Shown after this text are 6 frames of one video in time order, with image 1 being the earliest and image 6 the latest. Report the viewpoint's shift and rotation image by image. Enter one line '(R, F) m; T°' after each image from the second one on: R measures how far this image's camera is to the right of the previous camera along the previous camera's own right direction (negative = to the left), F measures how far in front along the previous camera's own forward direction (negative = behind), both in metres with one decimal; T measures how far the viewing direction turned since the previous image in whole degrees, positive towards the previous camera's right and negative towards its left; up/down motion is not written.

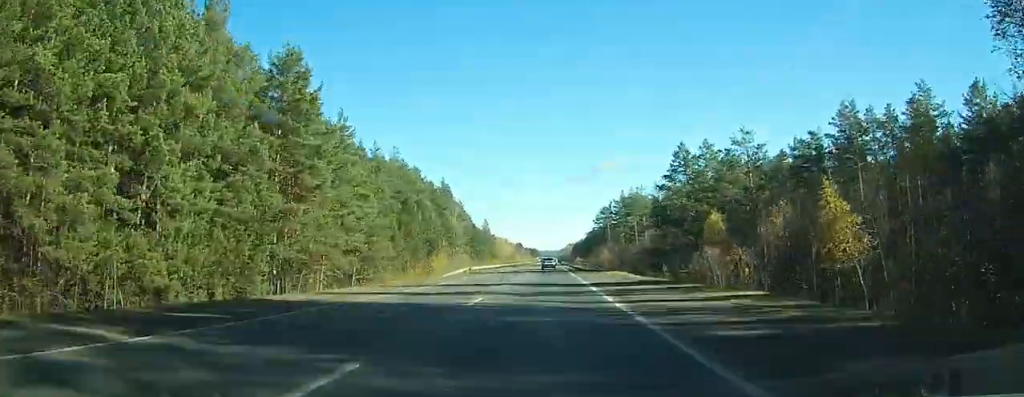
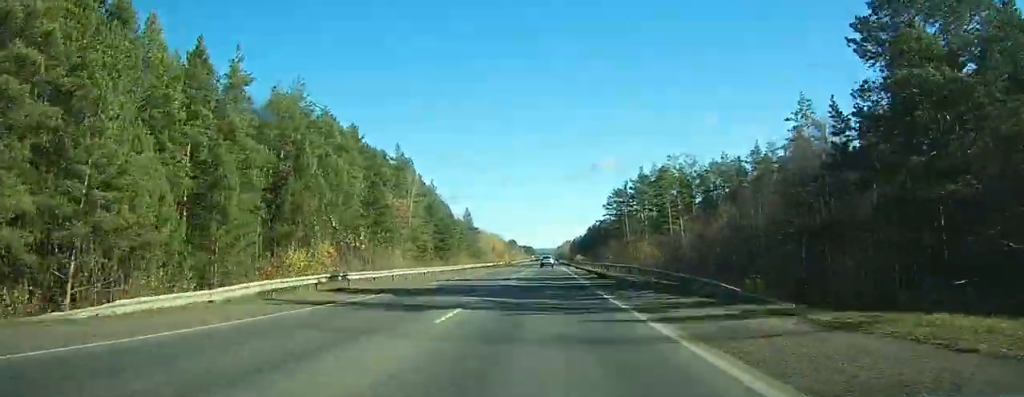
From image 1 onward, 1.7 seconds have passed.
(+0.3, +43.0) m; +1°
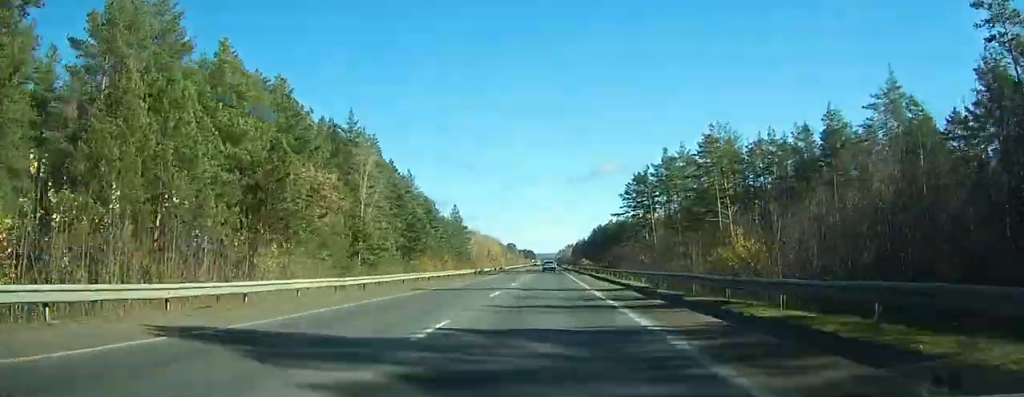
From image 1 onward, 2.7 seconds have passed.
(+0.1, +27.5) m; 0°
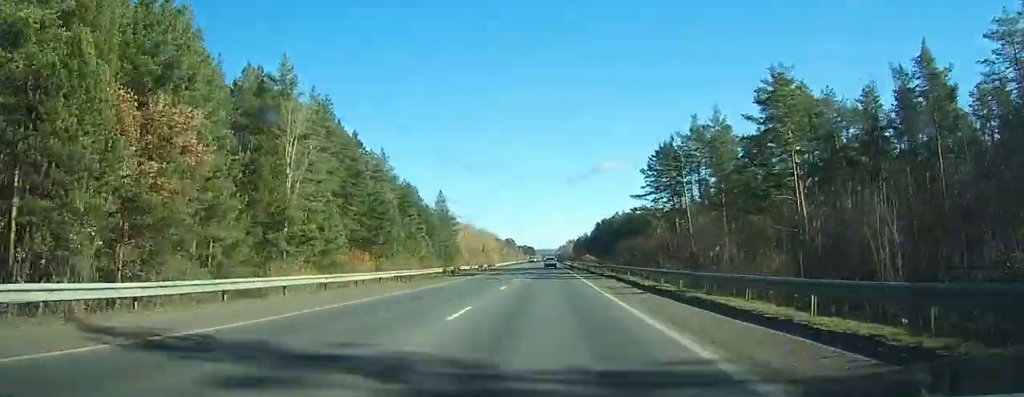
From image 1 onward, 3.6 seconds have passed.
(+0.2, +22.3) m; 0°
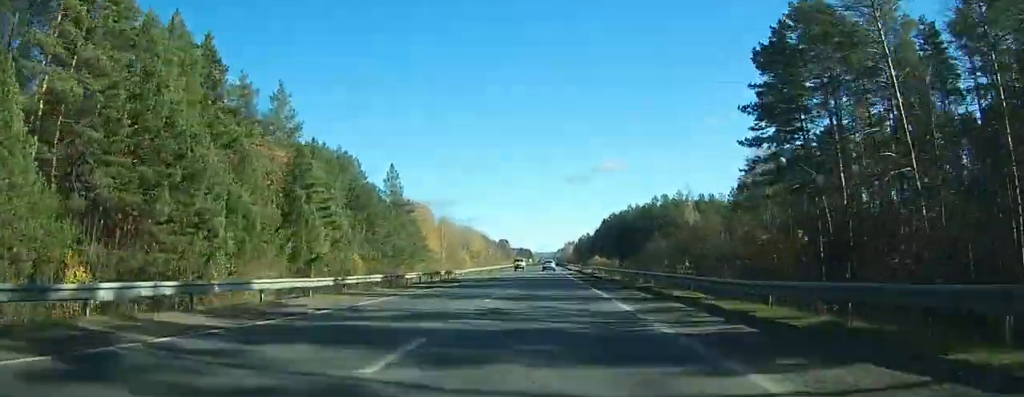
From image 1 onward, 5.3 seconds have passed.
(-0.4, +42.6) m; 0°
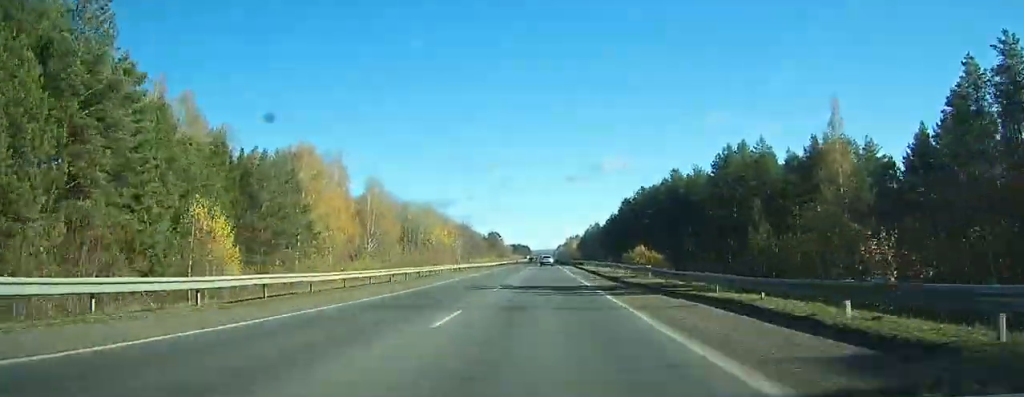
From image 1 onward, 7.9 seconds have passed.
(0.0, +67.8) m; 0°
